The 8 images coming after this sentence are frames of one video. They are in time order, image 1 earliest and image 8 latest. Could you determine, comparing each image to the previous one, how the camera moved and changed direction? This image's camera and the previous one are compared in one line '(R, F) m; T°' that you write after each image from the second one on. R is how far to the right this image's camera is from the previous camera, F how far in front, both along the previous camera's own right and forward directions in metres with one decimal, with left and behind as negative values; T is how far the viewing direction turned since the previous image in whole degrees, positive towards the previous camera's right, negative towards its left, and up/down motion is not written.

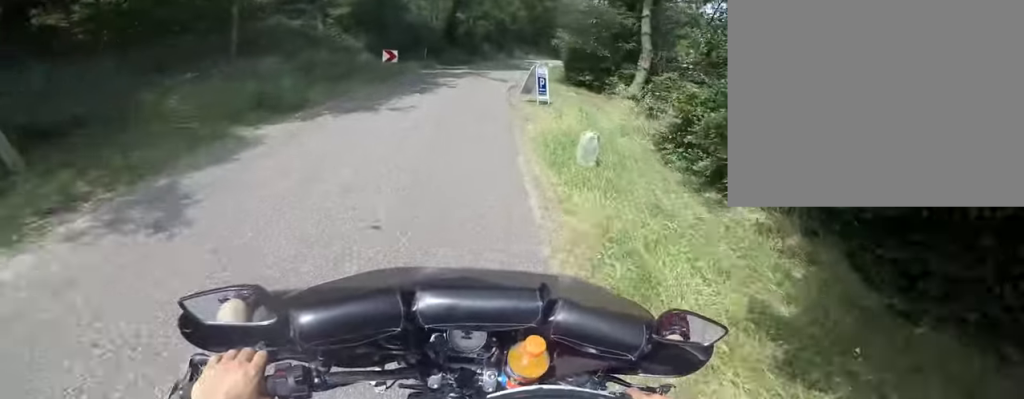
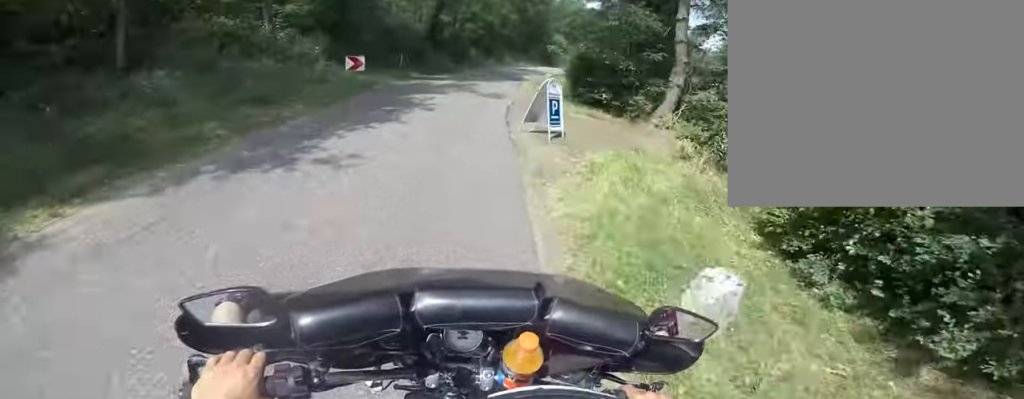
(0.0, +3.2) m; +1°
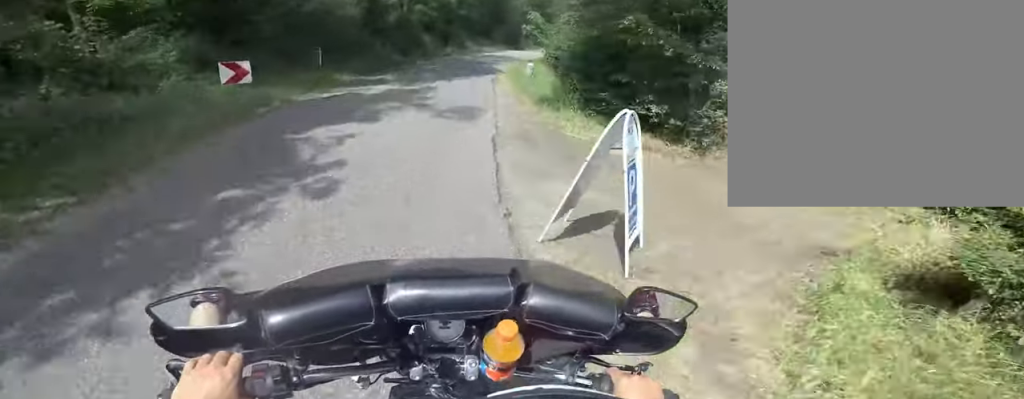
(0.0, +4.6) m; +3°
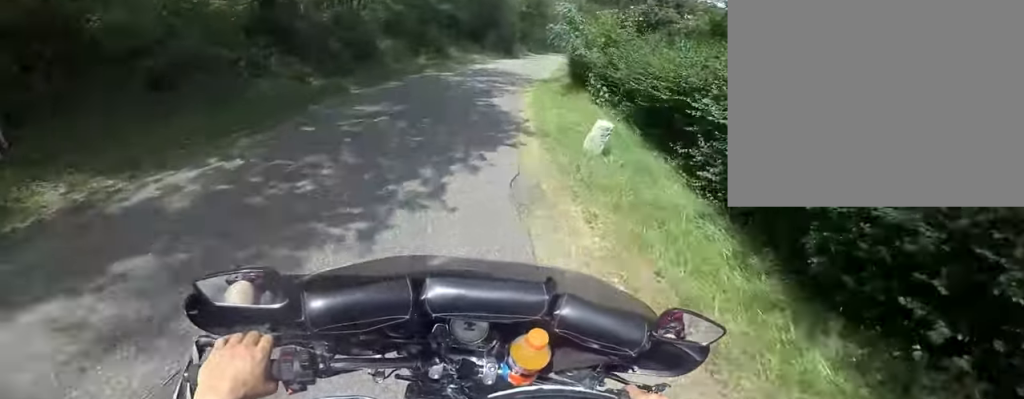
(+0.7, +7.9) m; +9°
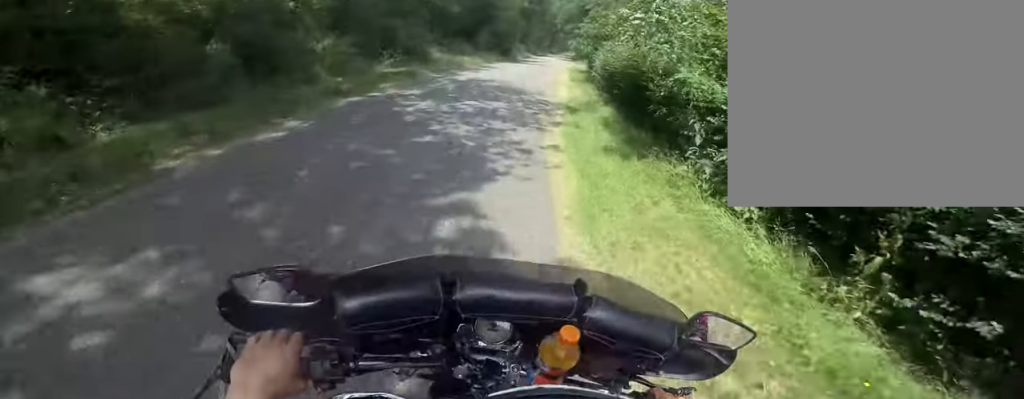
(+0.3, +5.4) m; +3°
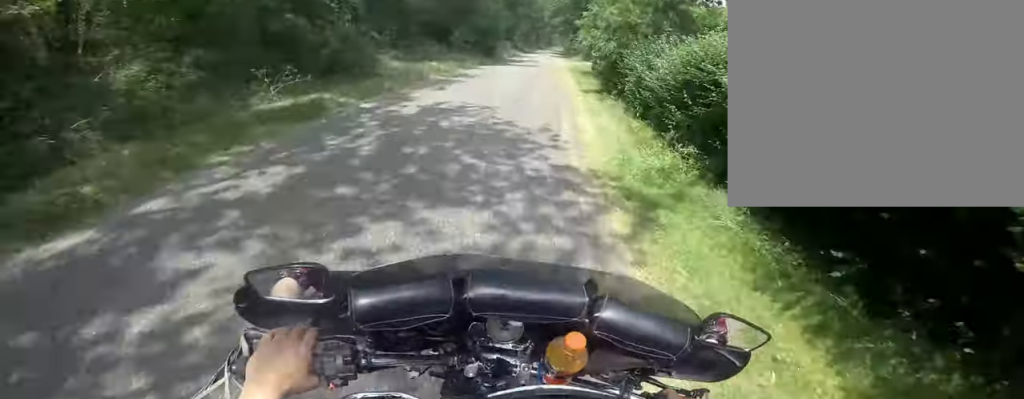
(0.0, +5.5) m; -3°
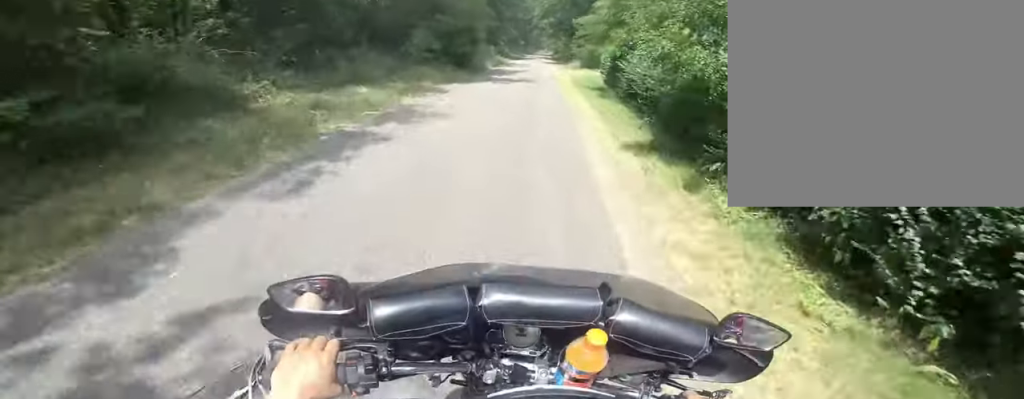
(-0.3, +6.3) m; +2°
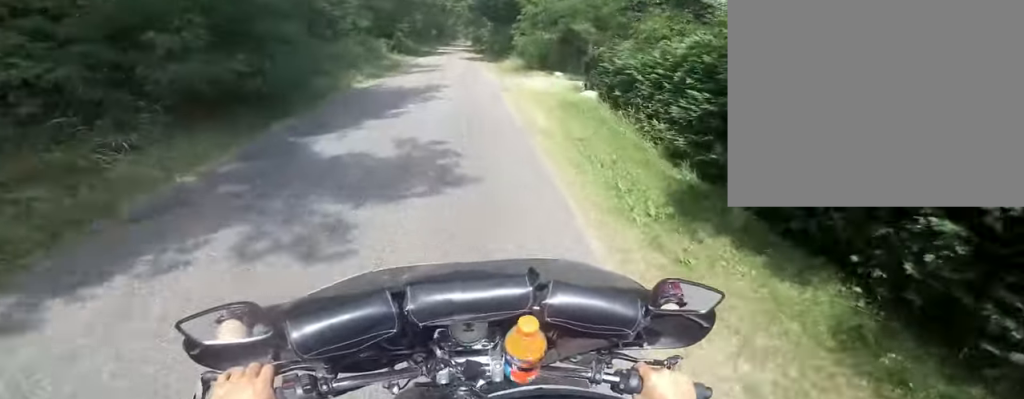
(+1.1, +11.9) m; +11°
